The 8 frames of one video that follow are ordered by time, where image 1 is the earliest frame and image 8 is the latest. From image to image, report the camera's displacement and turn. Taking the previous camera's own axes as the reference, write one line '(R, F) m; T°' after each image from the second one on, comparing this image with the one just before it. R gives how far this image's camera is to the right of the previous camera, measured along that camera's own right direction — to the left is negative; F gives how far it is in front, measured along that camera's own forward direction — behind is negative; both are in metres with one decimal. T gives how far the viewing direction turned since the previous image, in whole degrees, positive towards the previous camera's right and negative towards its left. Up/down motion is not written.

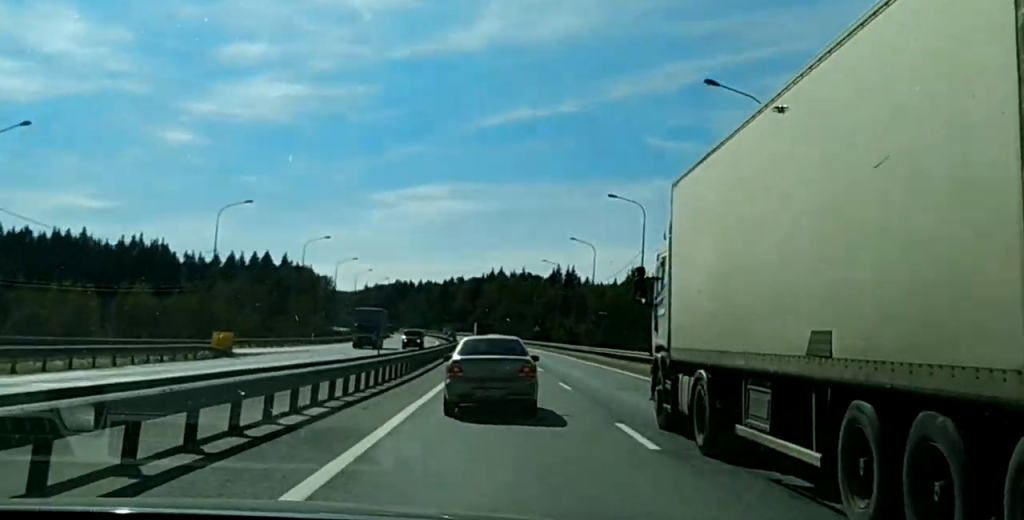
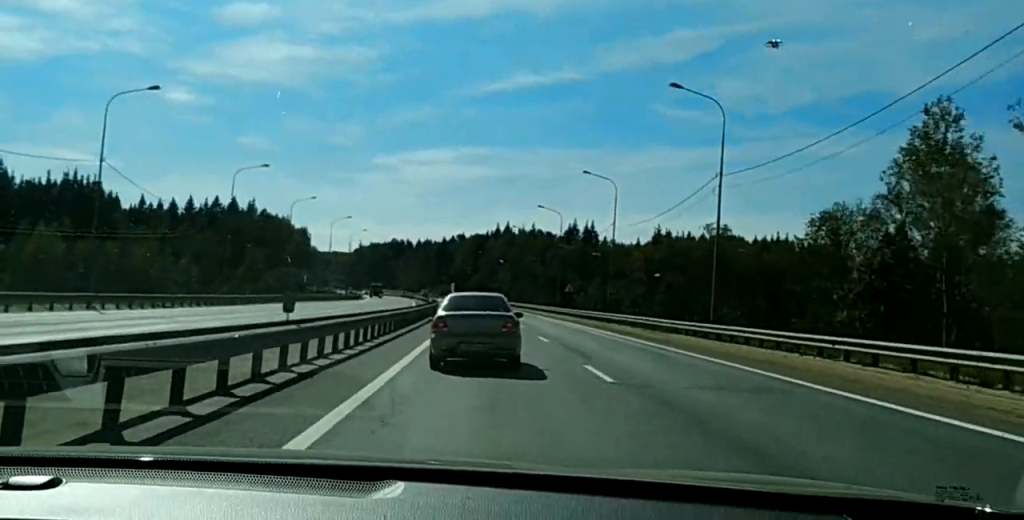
(-1.2, +57.4) m; -2°
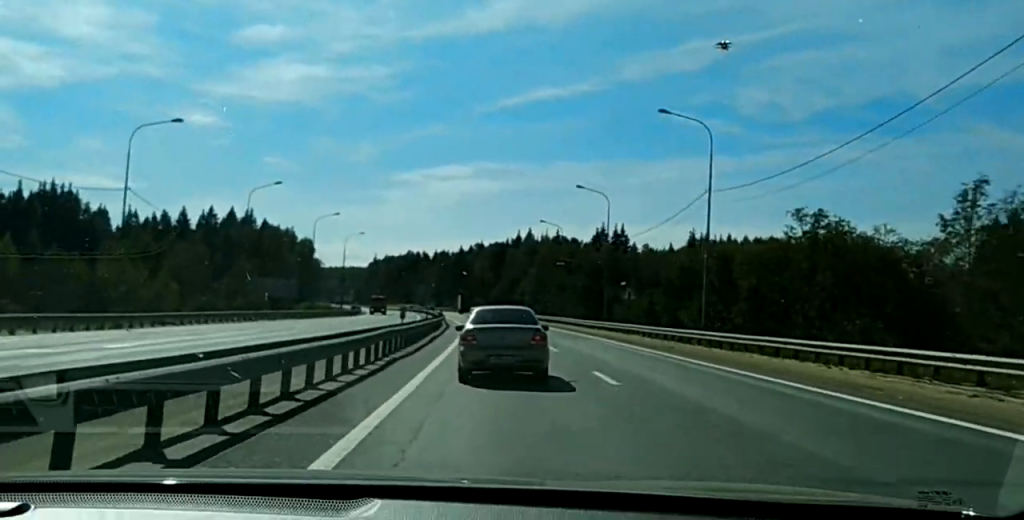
(+0.1, +27.3) m; +1°
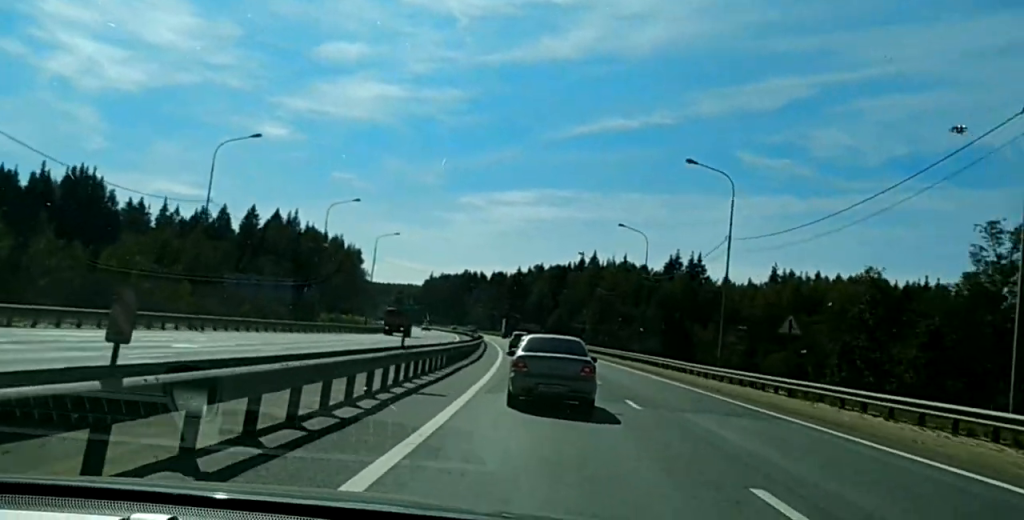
(+0.2, +28.0) m; 0°
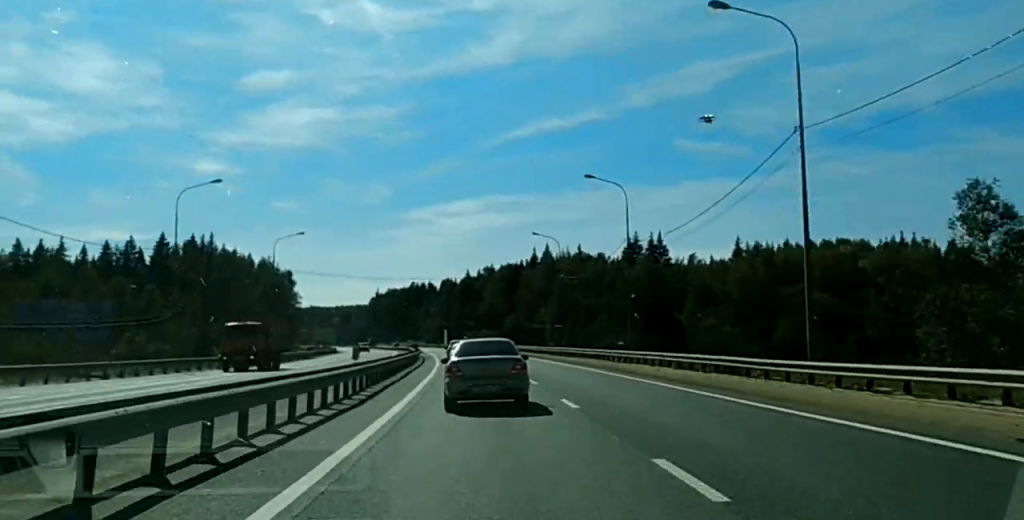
(-0.2, +27.0) m; -2°
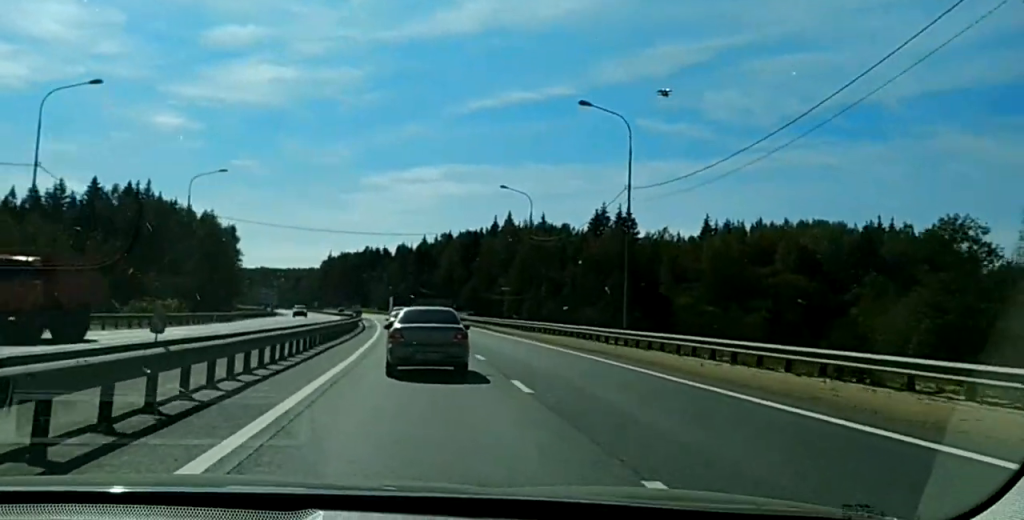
(0.0, +16.5) m; -1°
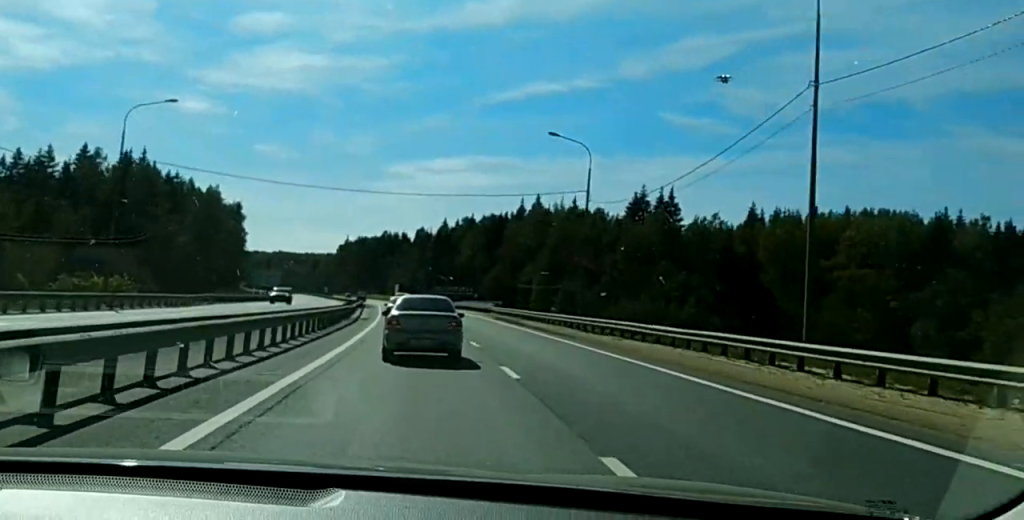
(-0.6, +27.8) m; -1°
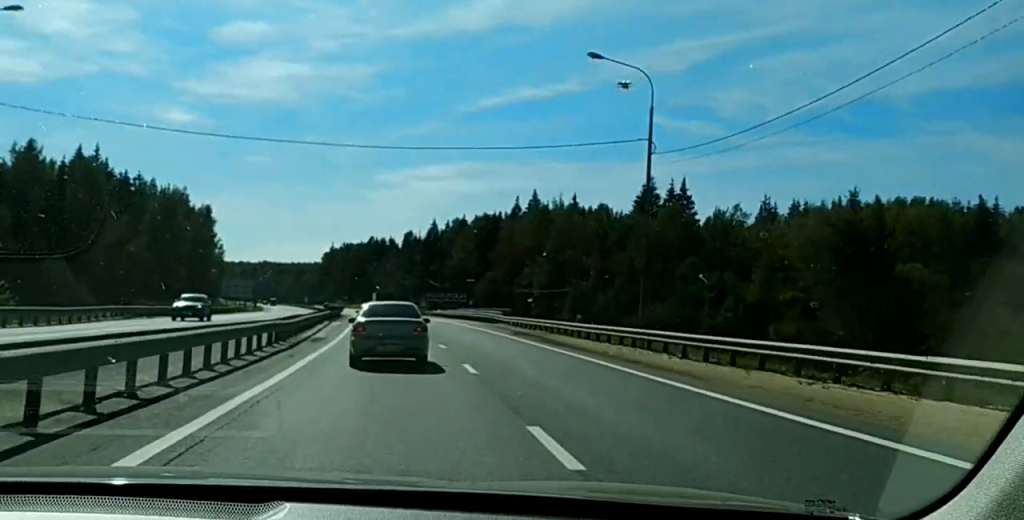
(-0.2, +26.4) m; -1°
